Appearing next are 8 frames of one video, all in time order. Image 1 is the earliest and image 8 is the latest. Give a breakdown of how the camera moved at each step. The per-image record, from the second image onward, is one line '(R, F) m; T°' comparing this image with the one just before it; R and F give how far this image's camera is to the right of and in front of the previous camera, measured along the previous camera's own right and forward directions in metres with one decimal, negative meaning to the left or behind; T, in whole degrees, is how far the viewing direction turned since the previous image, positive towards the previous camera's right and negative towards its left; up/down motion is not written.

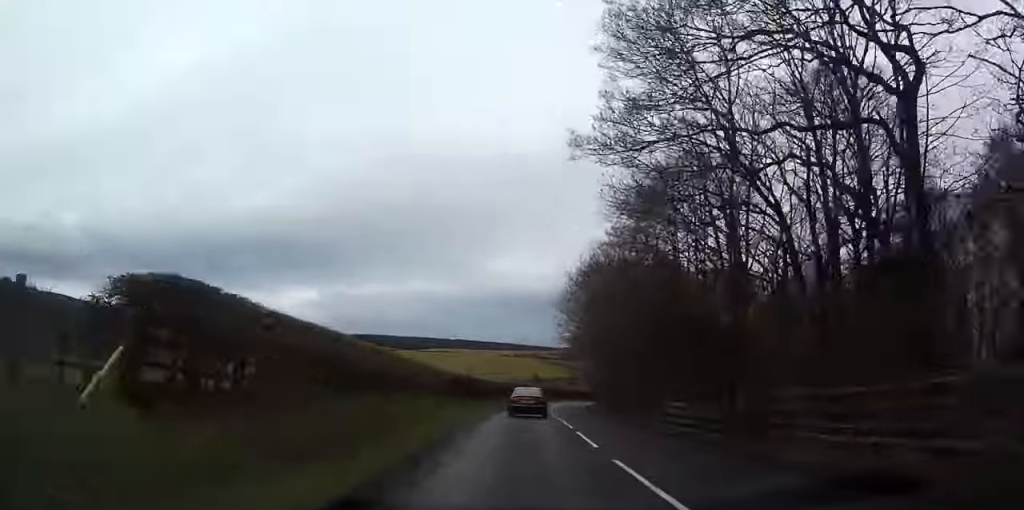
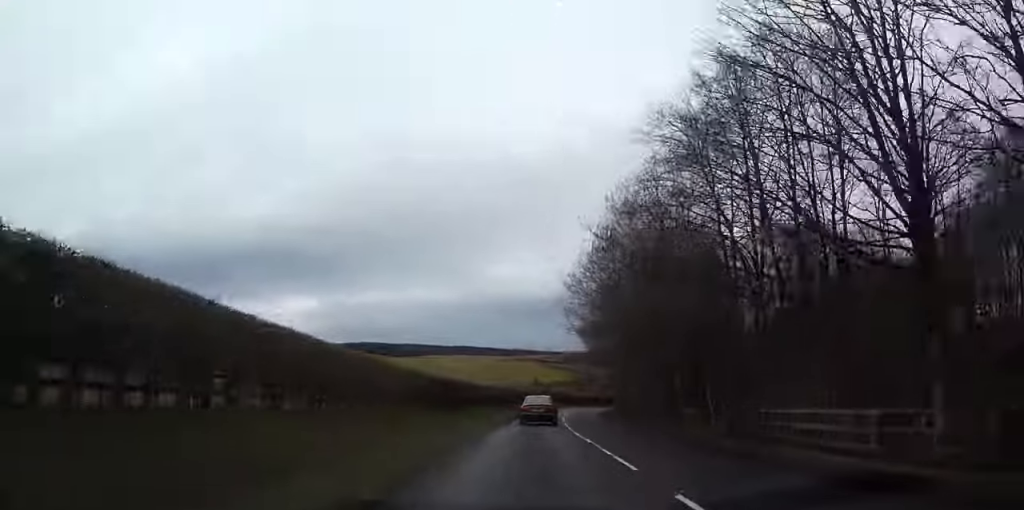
(-0.2, +13.1) m; 0°
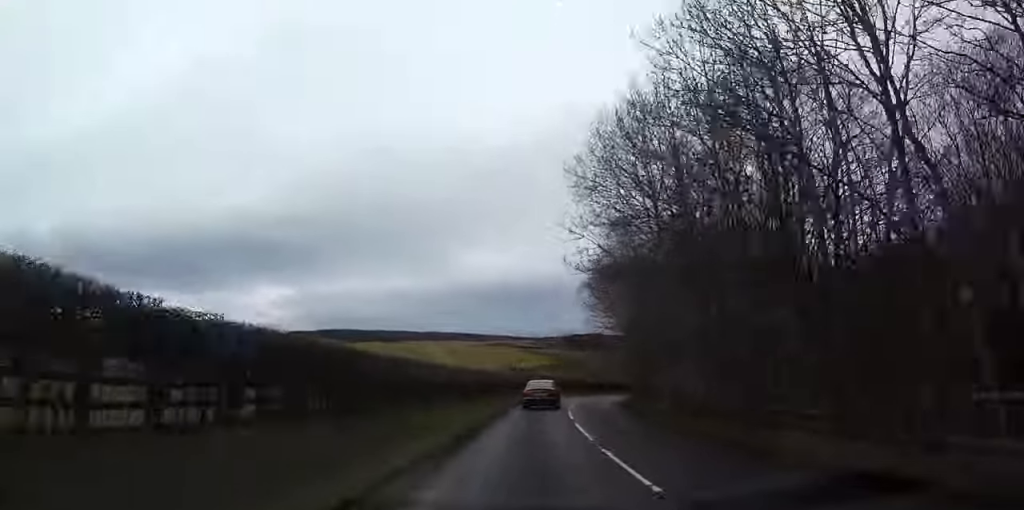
(+0.2, +21.0) m; +1°
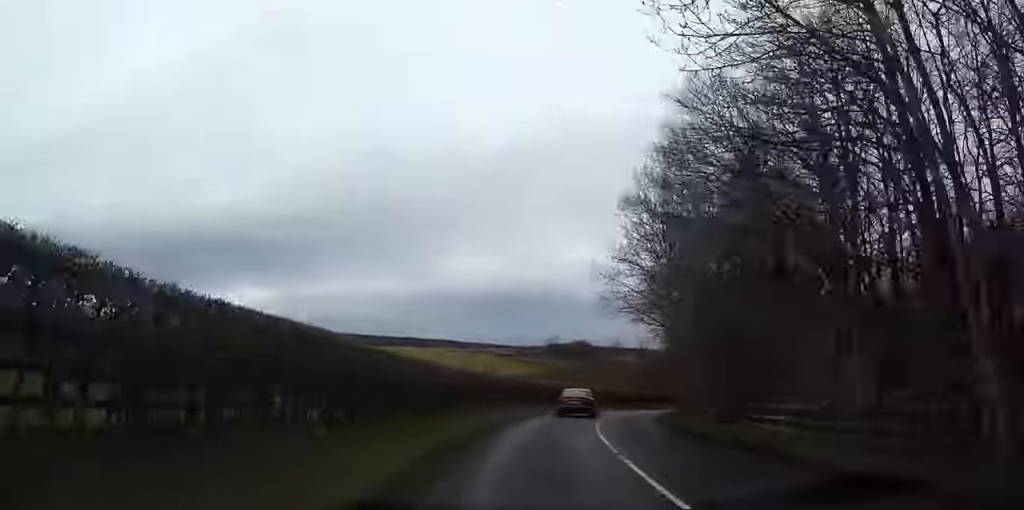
(+0.2, +19.1) m; +2°
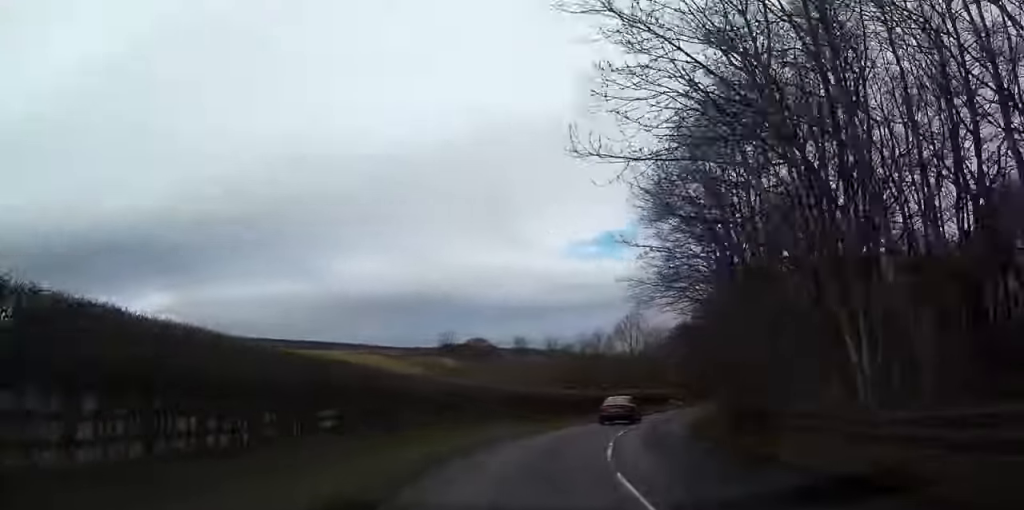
(+1.2, +27.4) m; +8°
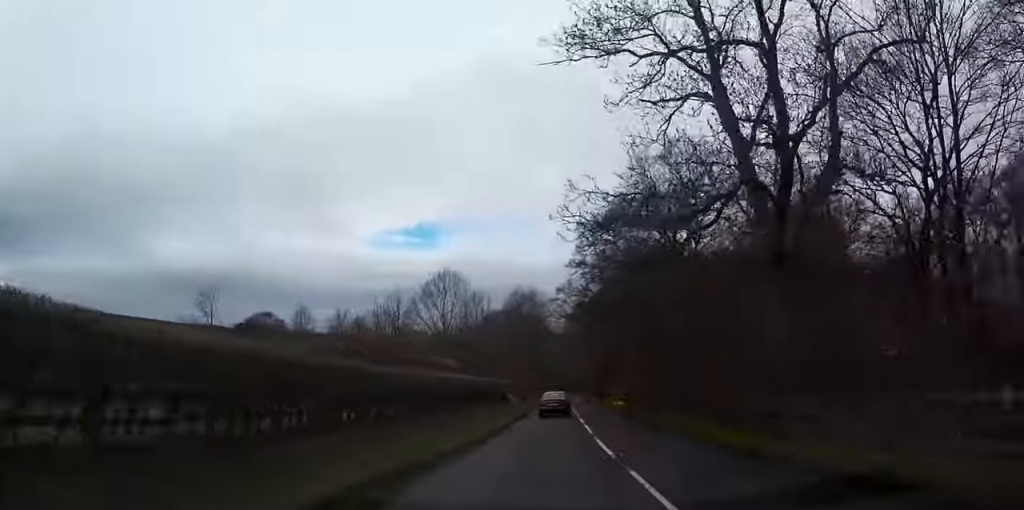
(+5.1, +36.0) m; +15°
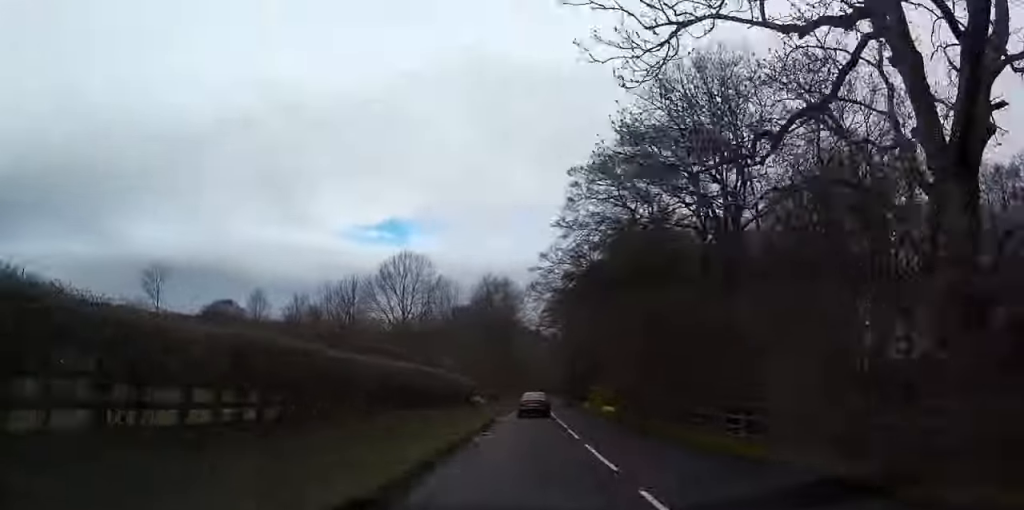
(+0.4, +10.7) m; +2°
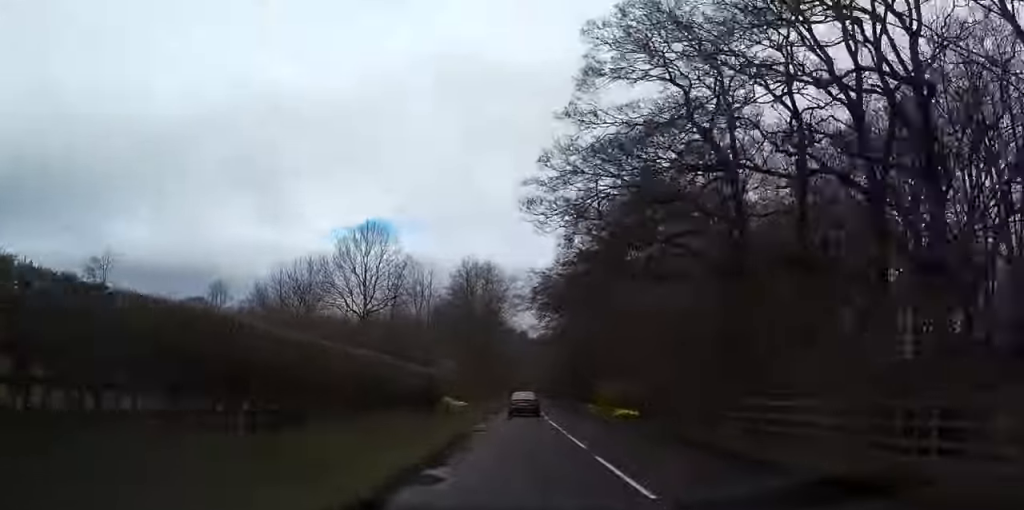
(+0.2, +12.8) m; +1°
